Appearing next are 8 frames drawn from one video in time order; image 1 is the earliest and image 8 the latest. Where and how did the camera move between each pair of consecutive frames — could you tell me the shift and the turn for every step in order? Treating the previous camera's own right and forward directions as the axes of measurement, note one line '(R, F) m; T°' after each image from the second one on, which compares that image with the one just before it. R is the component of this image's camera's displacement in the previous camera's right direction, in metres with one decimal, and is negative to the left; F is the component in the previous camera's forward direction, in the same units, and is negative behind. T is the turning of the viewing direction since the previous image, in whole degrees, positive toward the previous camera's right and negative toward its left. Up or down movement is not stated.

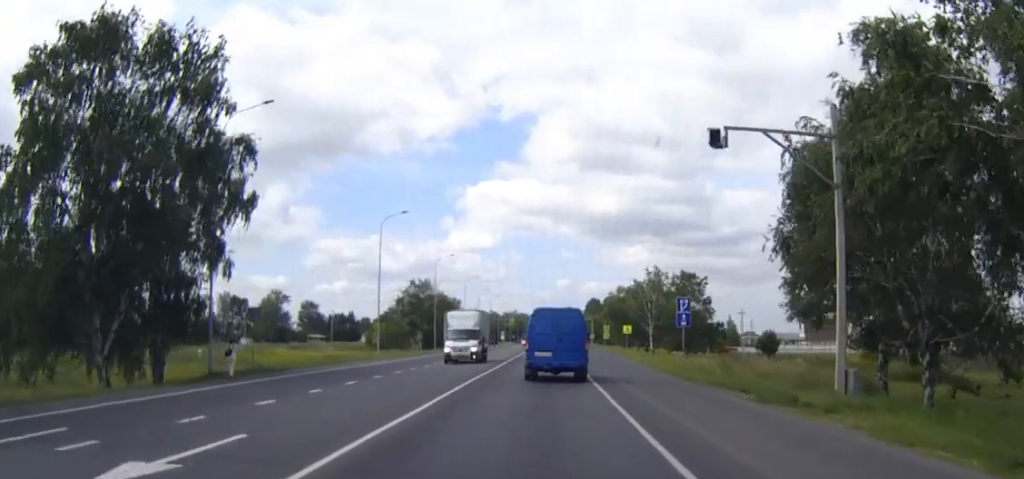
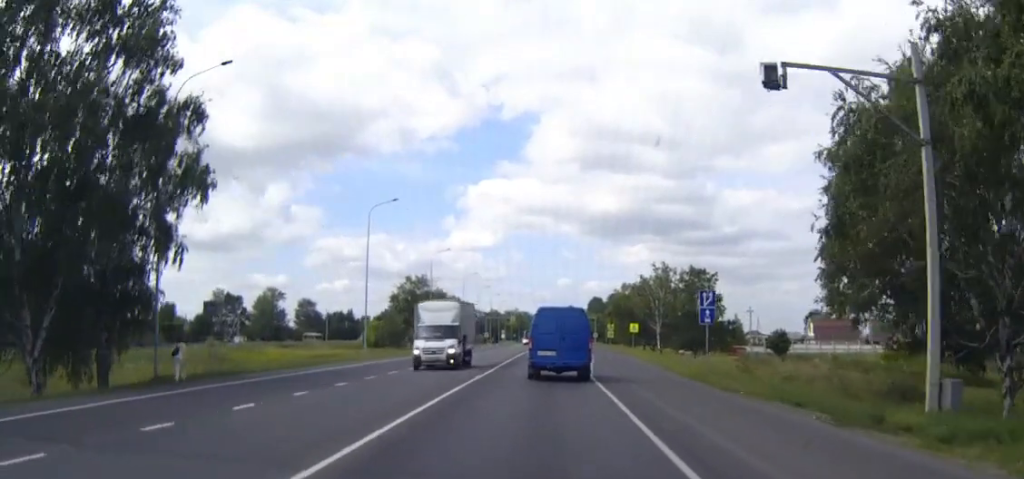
(0.0, +5.5) m; 0°
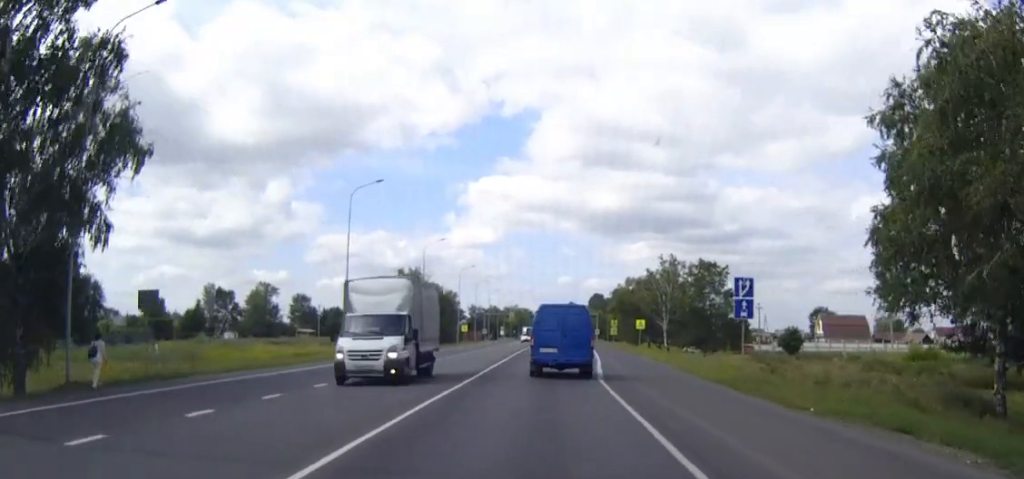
(0.0, +6.5) m; 0°
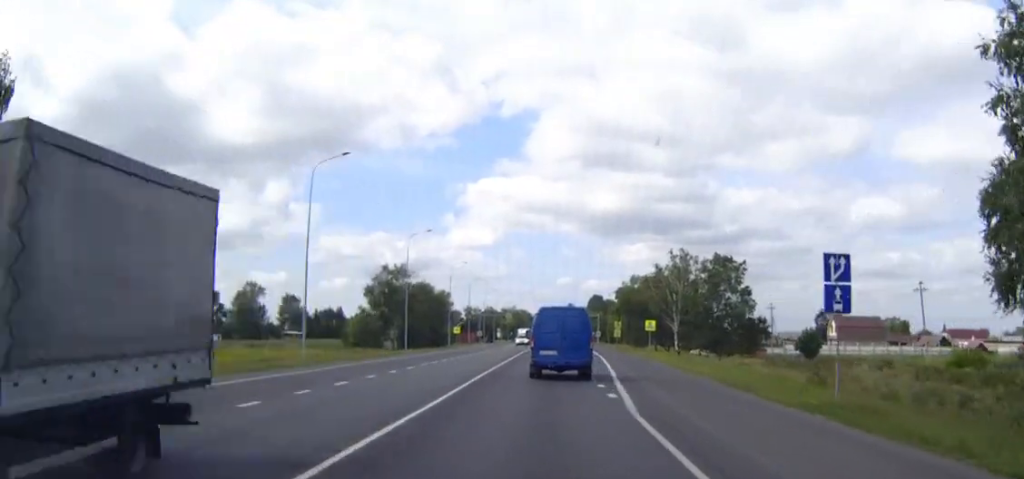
(0.0, +9.7) m; 0°
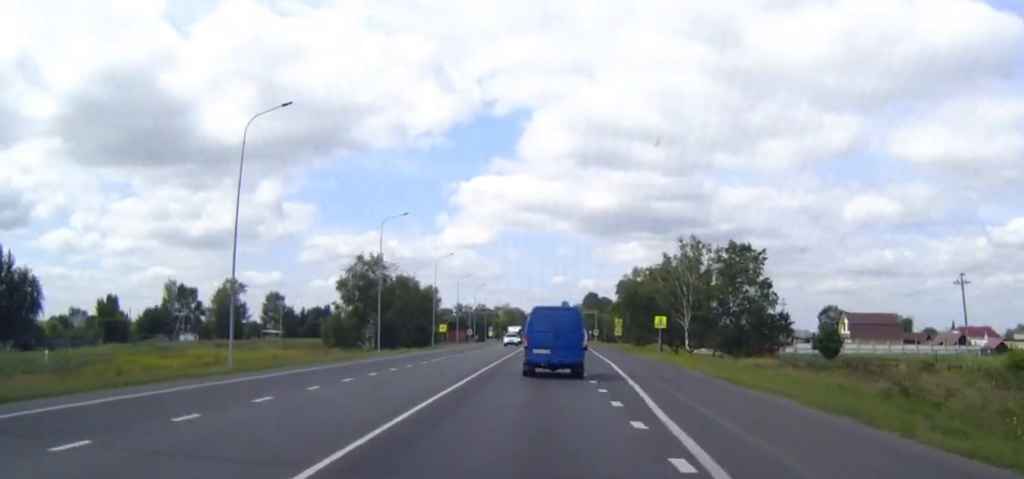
(0.0, +11.0) m; 0°
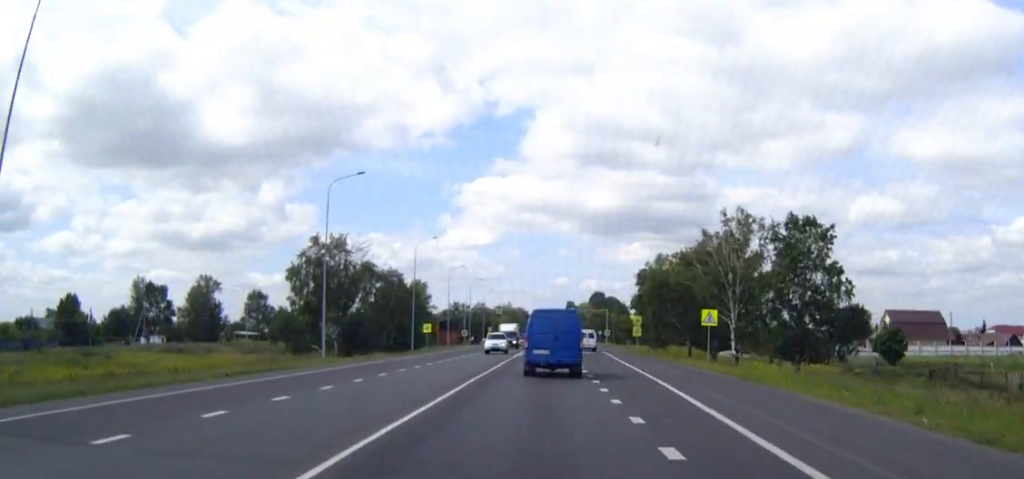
(0.0, +19.5) m; 0°
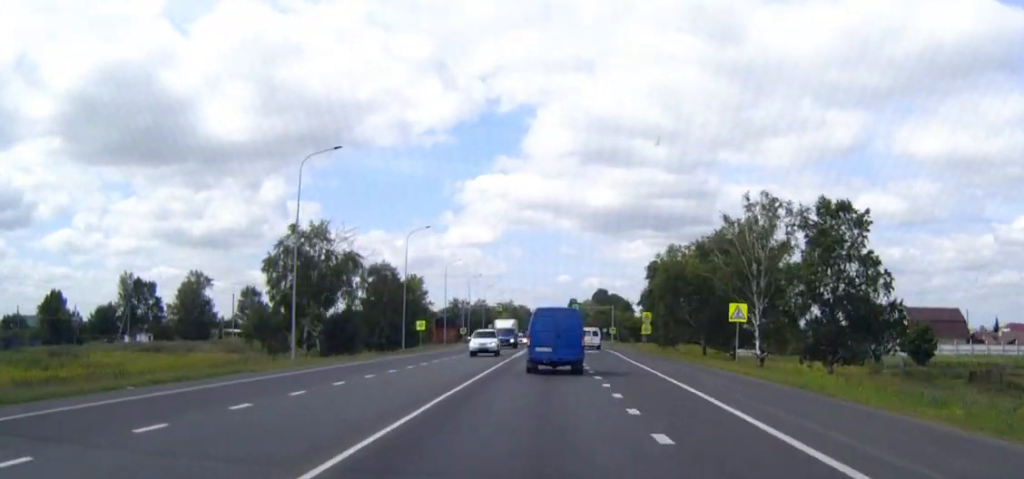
(0.0, +6.8) m; 0°
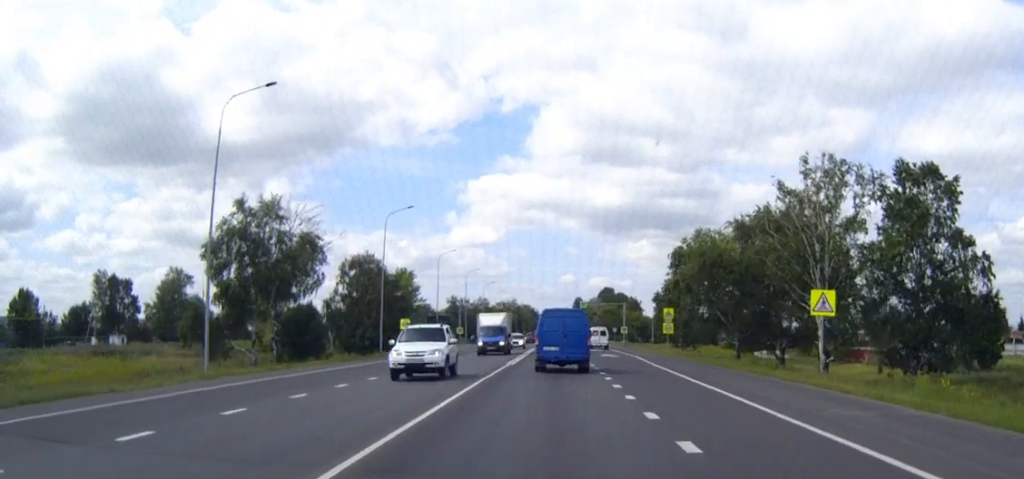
(0.0, +12.7) m; 0°
